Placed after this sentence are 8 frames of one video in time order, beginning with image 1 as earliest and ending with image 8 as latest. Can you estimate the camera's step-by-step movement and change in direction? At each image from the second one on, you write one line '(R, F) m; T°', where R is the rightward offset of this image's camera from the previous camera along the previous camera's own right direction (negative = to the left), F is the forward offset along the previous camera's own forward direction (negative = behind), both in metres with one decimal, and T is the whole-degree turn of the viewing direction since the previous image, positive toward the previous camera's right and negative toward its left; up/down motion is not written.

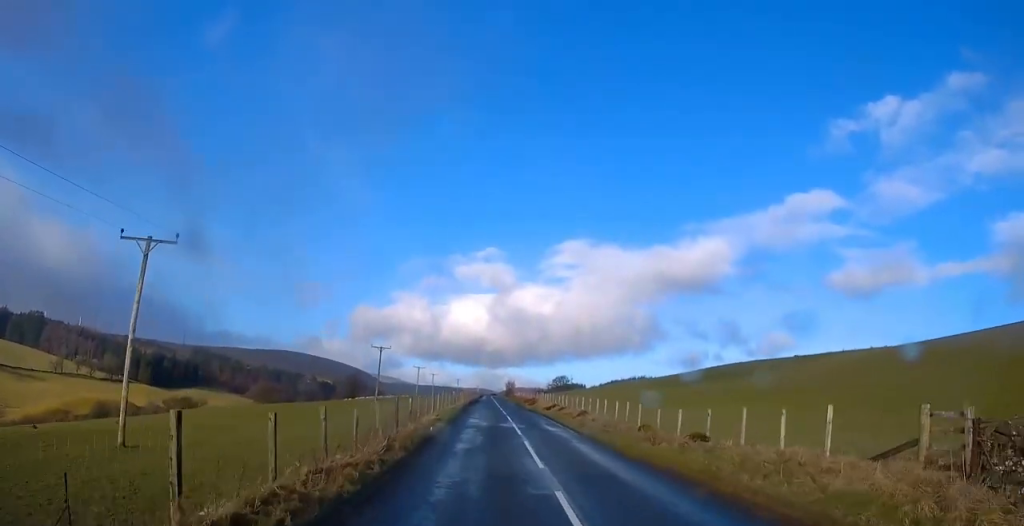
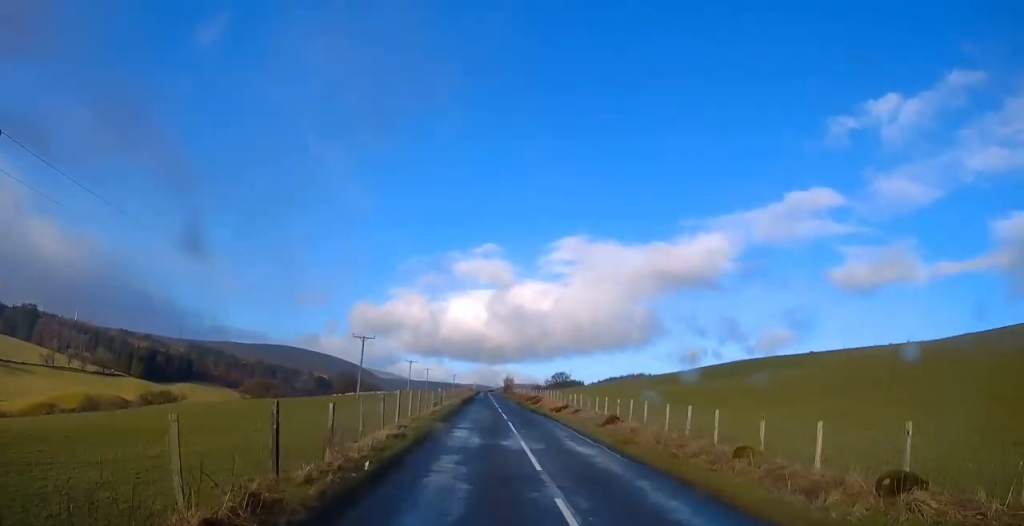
(+0.1, +9.9) m; 0°
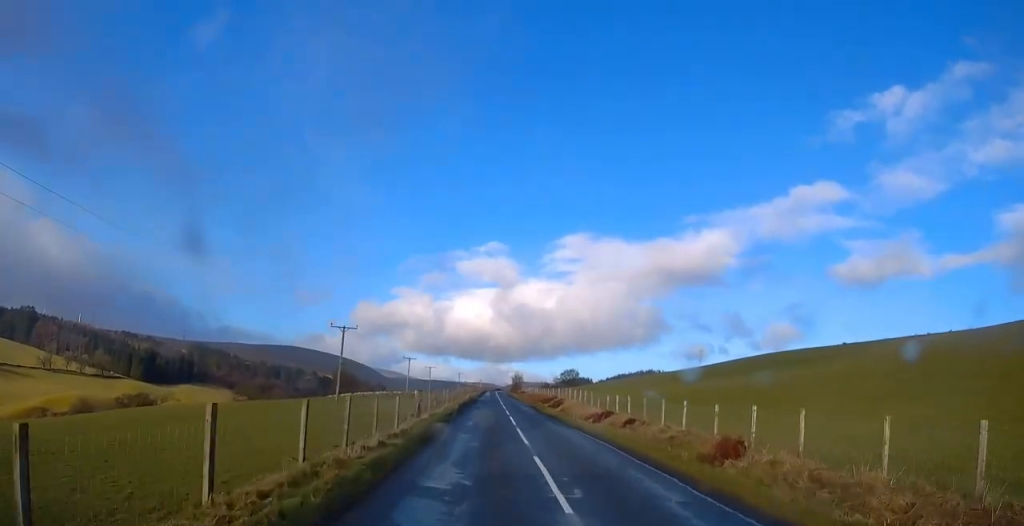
(+0.1, +13.0) m; +1°
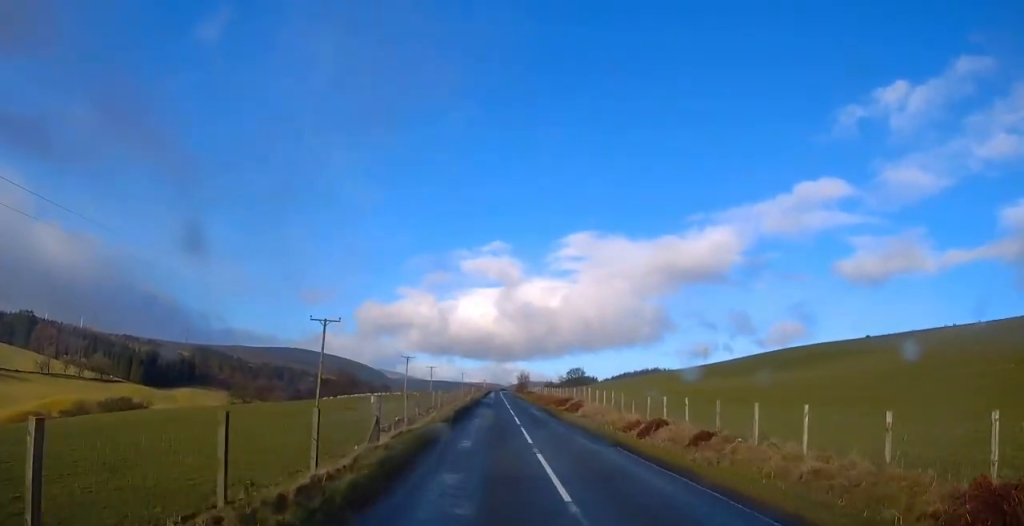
(0.0, +8.4) m; 0°
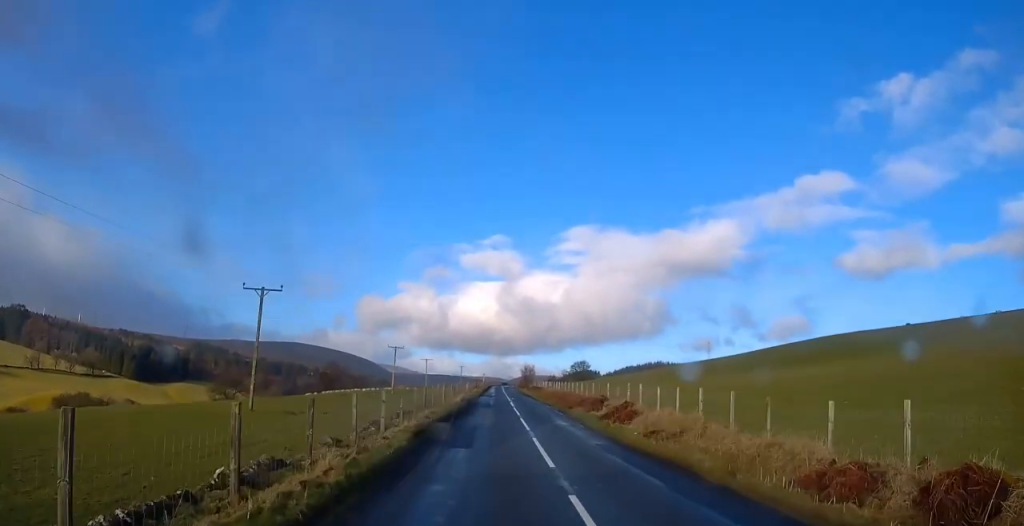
(0.0, +15.0) m; 0°
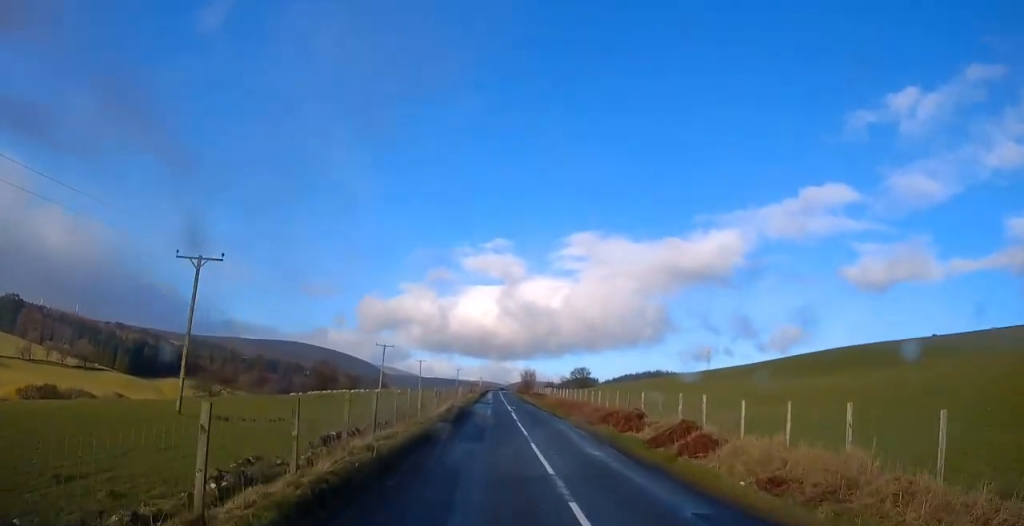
(0.0, +9.0) m; 0°
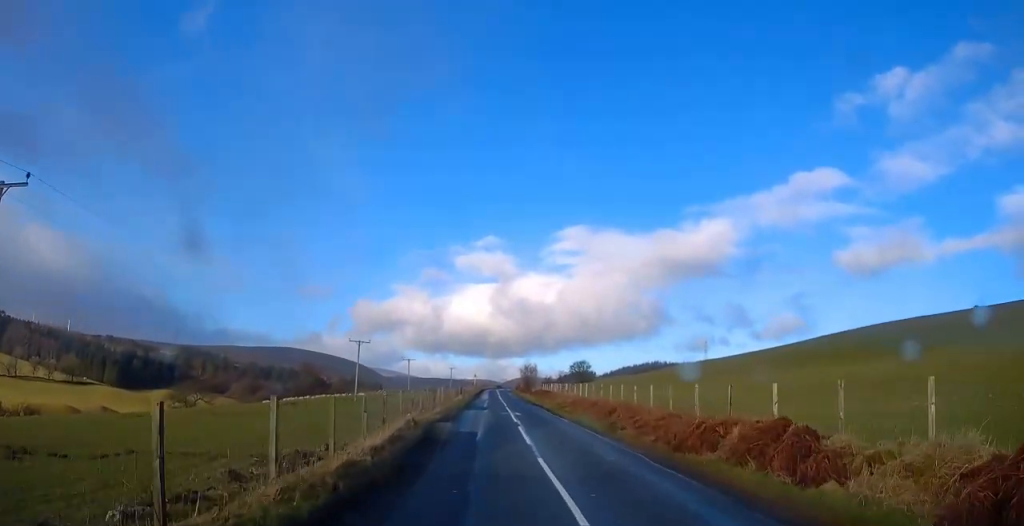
(0.0, +13.8) m; 0°
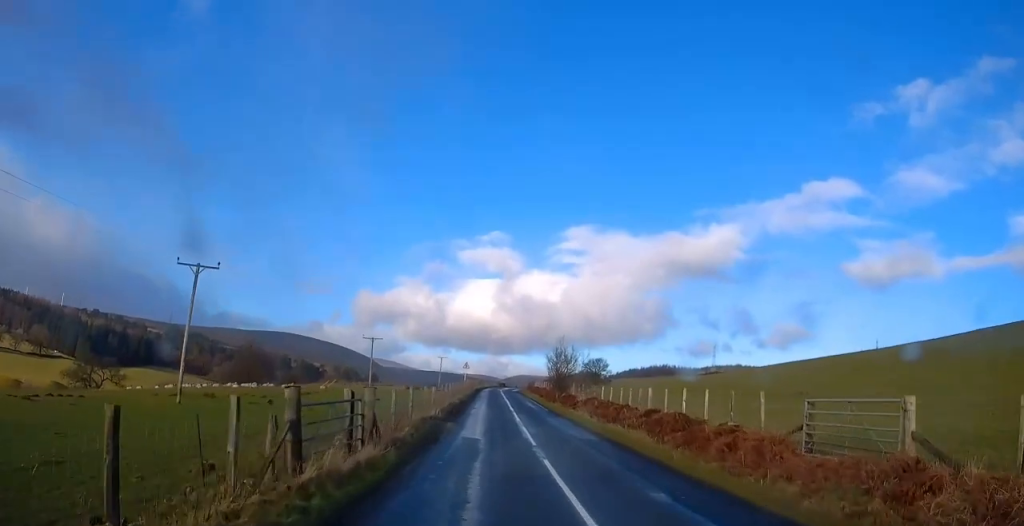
(-1.1, +44.7) m; -2°
